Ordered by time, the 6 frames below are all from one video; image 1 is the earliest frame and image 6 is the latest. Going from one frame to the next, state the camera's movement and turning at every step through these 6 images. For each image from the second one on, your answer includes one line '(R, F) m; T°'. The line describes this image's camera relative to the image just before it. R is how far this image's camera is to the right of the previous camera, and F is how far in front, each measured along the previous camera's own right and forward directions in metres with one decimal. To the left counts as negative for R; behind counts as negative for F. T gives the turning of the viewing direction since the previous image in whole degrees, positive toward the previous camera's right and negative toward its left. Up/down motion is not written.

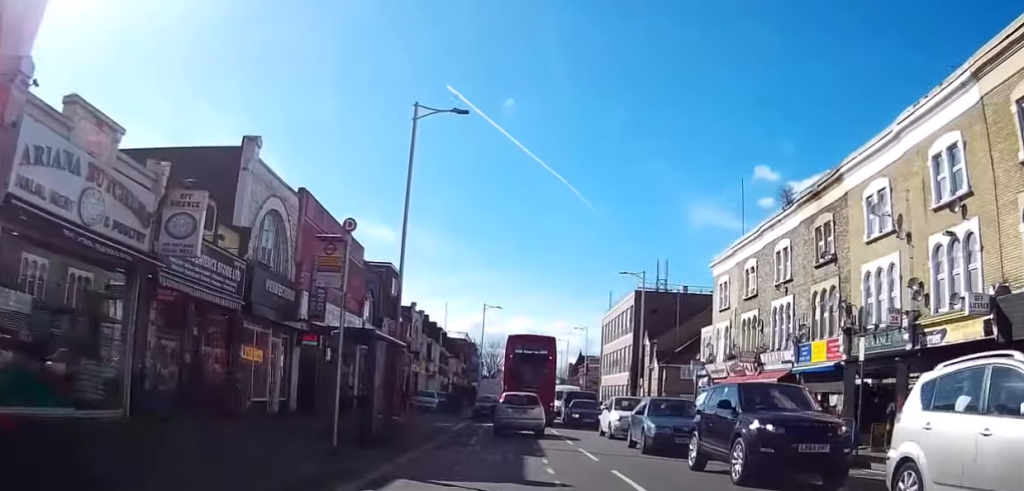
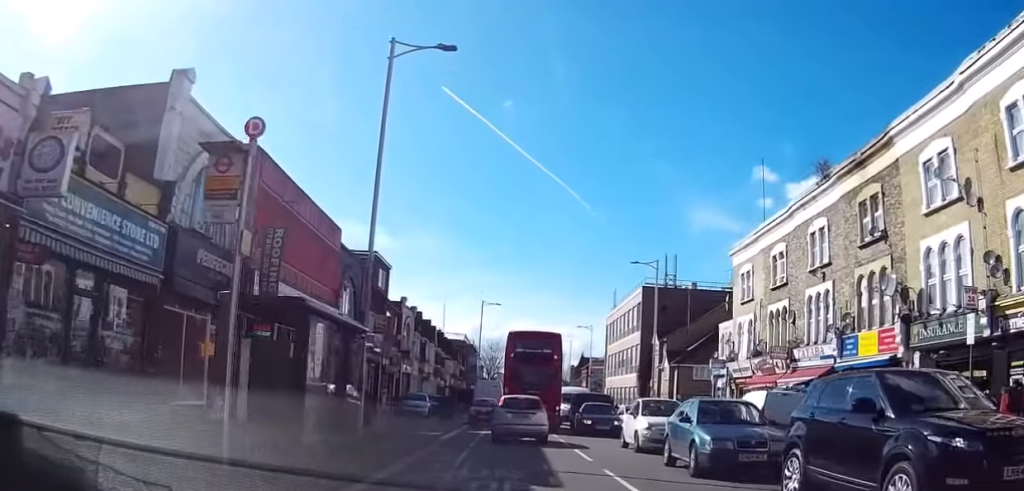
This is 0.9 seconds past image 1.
(0.0, +5.3) m; +1°
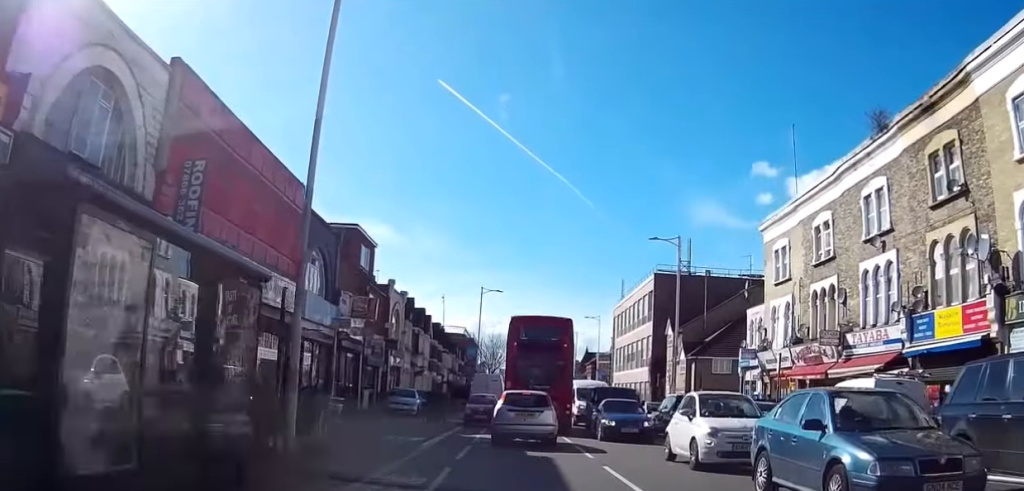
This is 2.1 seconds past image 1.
(+0.1, +6.3) m; +2°
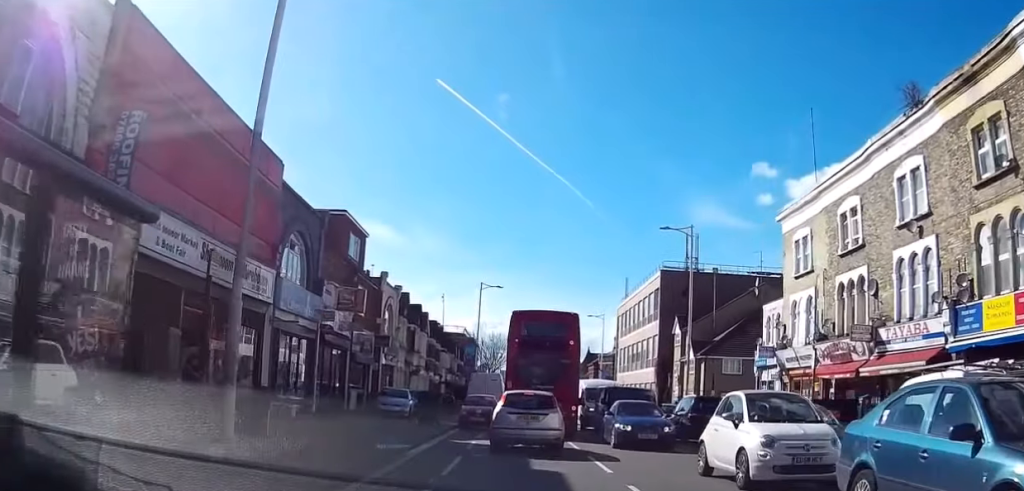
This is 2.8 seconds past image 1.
(0.0, +3.0) m; 0°
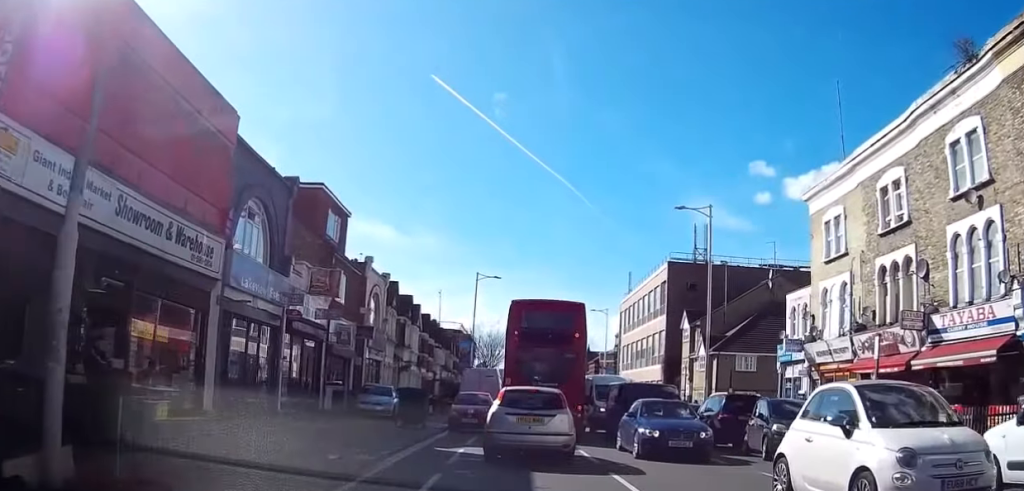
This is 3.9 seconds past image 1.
(0.0, +4.2) m; 0°
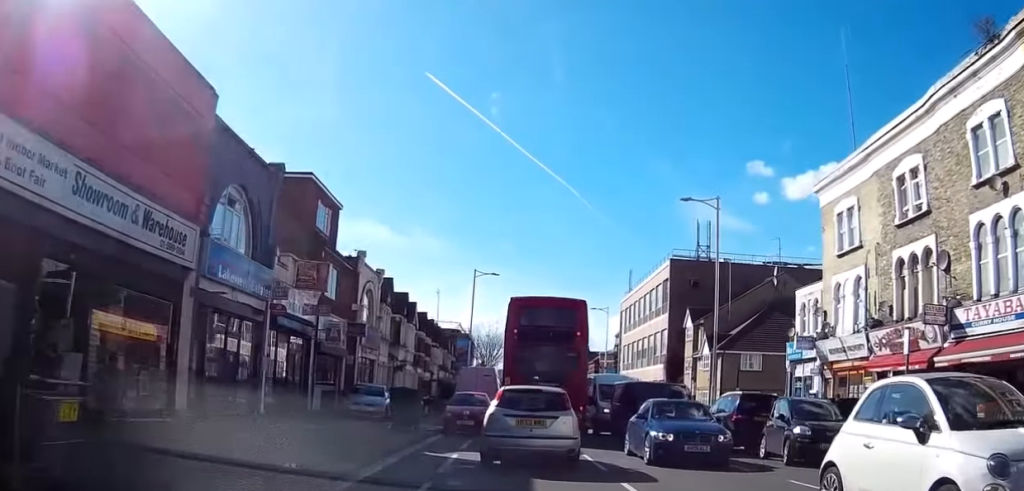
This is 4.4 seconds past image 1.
(0.0, +1.7) m; -1°
